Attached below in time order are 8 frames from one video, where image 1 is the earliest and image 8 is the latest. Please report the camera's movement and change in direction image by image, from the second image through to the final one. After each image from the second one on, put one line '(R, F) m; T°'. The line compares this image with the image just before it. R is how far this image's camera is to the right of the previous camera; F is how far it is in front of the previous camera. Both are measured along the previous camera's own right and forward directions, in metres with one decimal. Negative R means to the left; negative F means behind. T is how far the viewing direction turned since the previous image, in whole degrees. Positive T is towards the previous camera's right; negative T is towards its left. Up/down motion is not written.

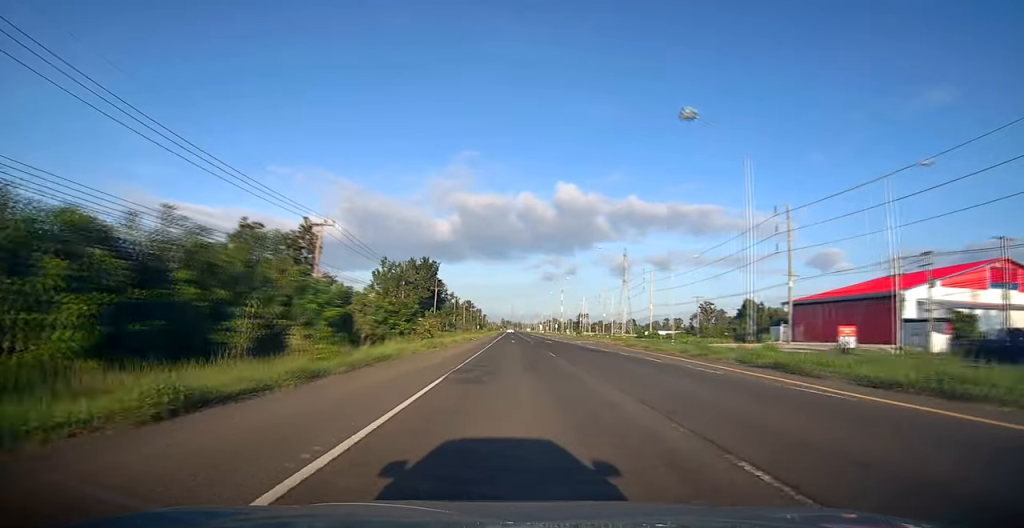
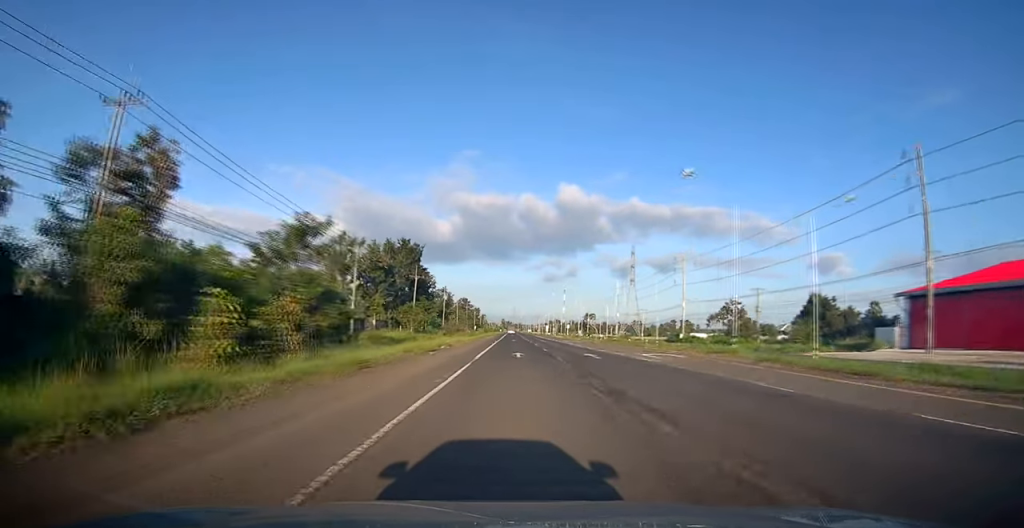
(-0.4, +28.2) m; -1°
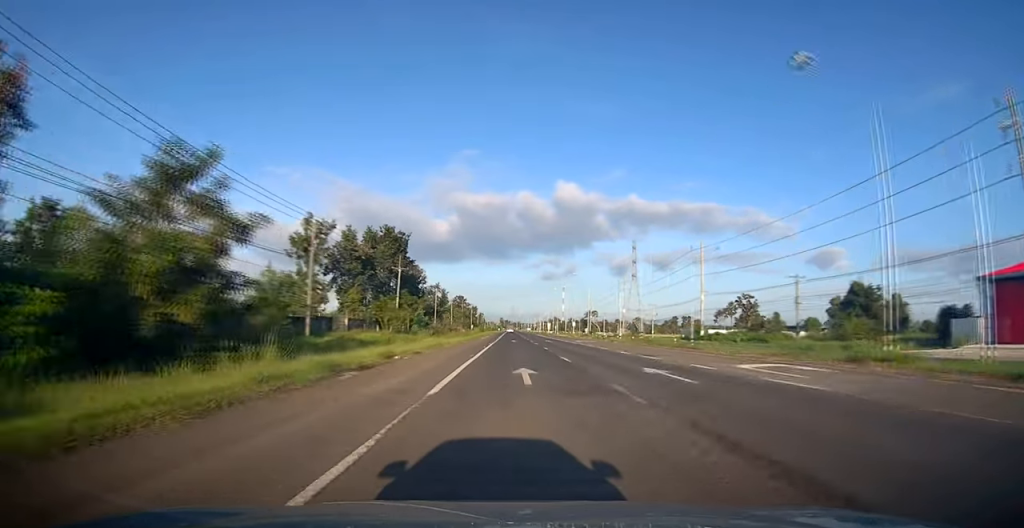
(-0.1, +13.1) m; 0°
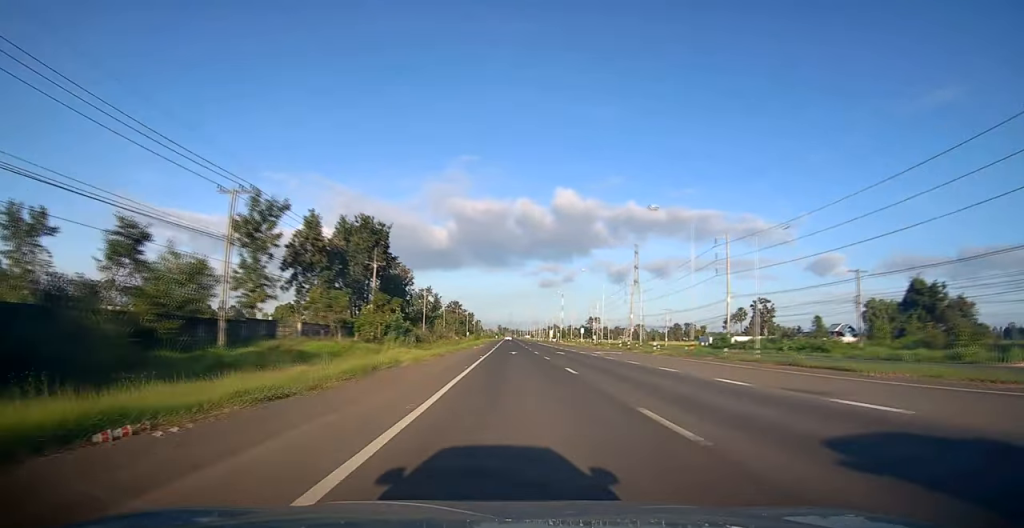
(+0.2, +14.6) m; +1°
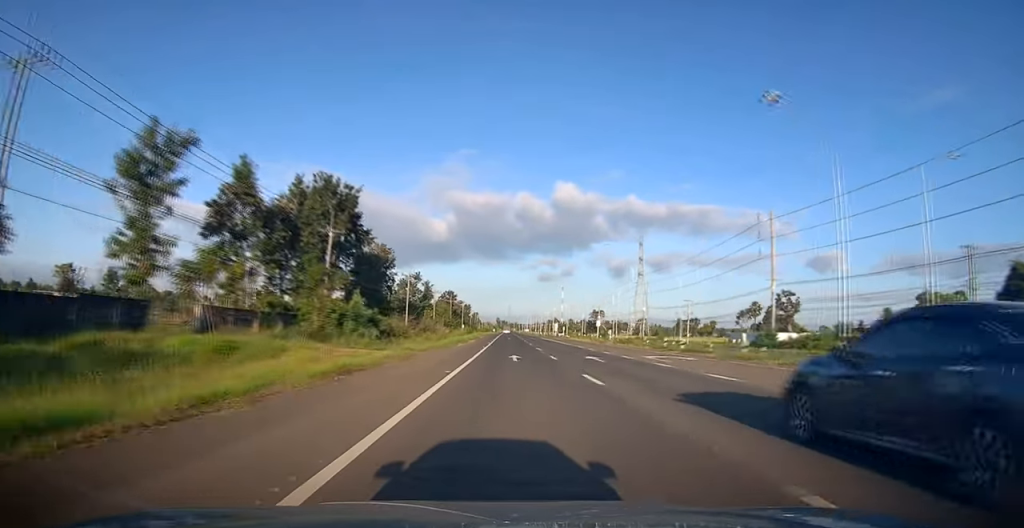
(+0.1, +17.6) m; 0°
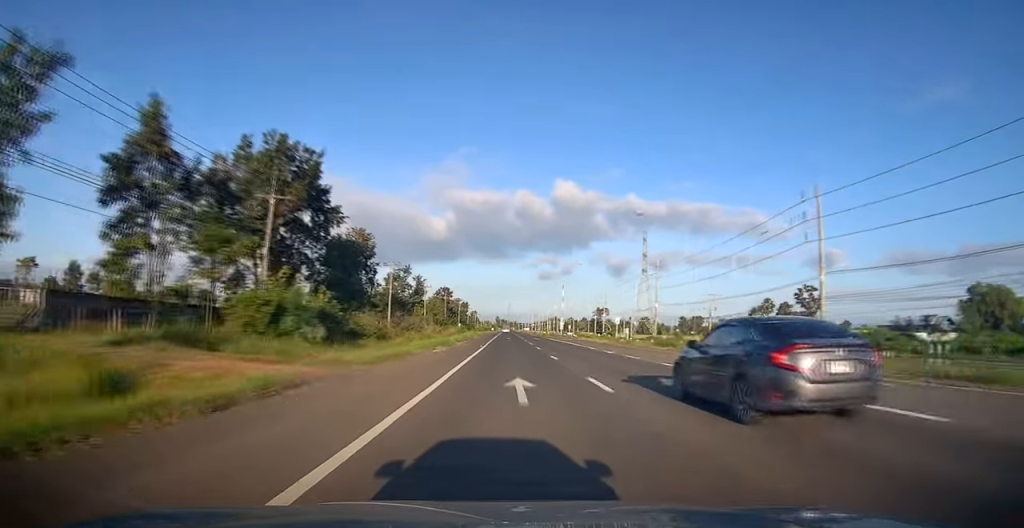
(0.0, +13.6) m; 0°
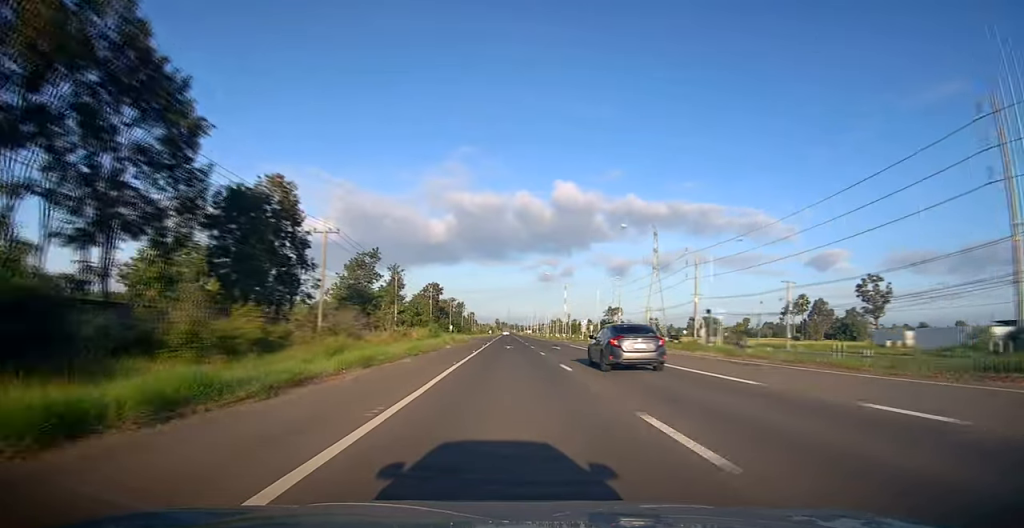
(-0.2, +30.4) m; -1°
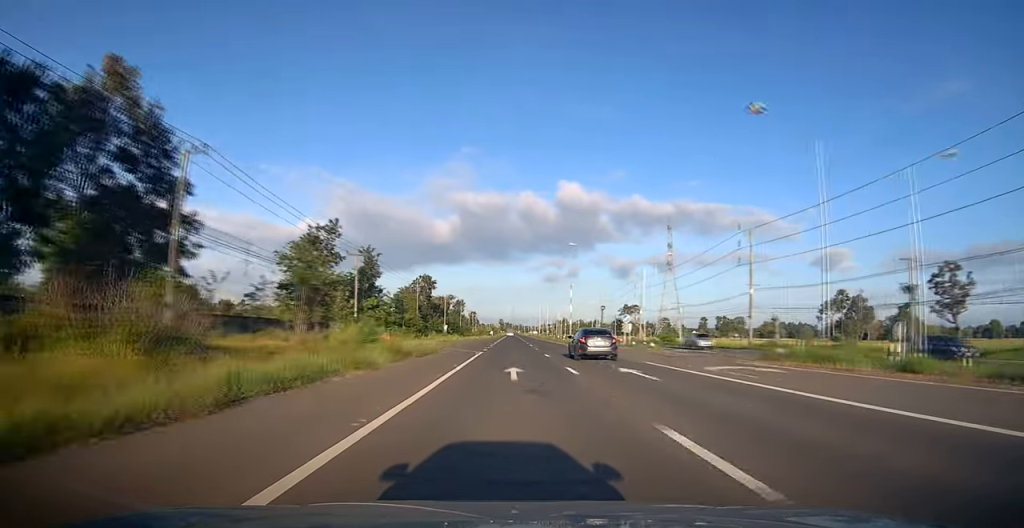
(0.0, +25.1) m; 0°
